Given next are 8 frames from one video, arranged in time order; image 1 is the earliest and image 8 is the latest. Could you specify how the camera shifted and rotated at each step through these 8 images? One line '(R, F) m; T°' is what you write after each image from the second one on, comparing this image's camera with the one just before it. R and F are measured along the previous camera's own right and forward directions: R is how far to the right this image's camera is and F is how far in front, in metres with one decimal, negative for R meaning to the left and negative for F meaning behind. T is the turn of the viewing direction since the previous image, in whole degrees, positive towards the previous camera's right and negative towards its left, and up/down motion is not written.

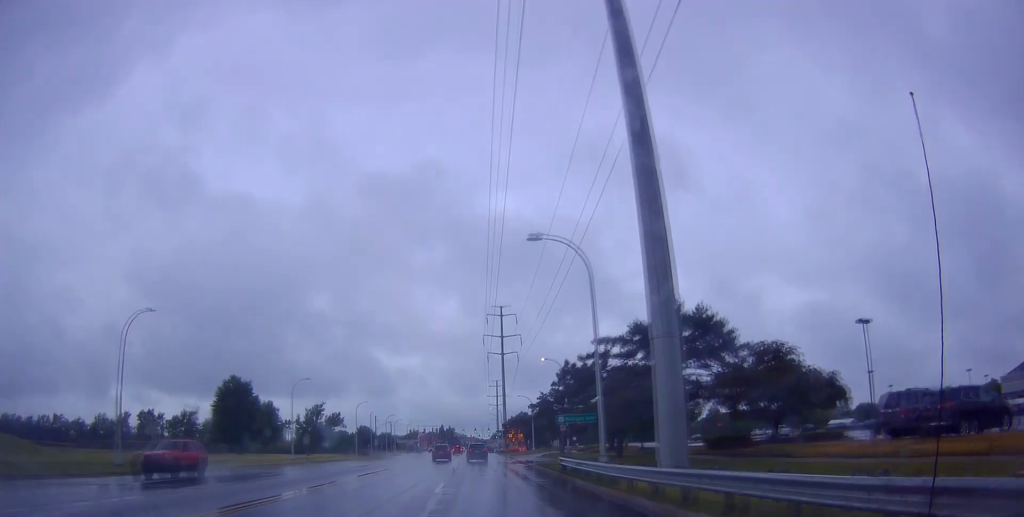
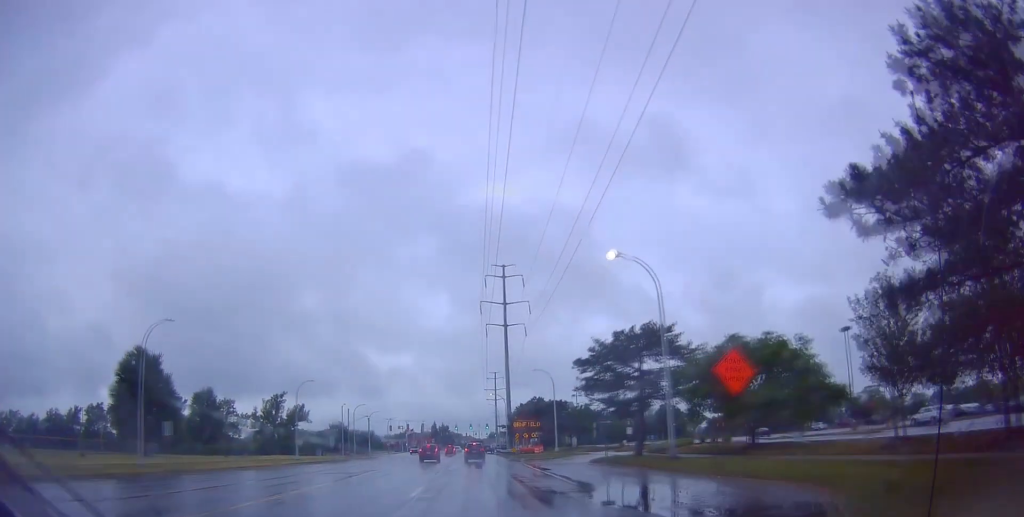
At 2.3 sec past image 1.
(+0.7, +34.2) m; +1°
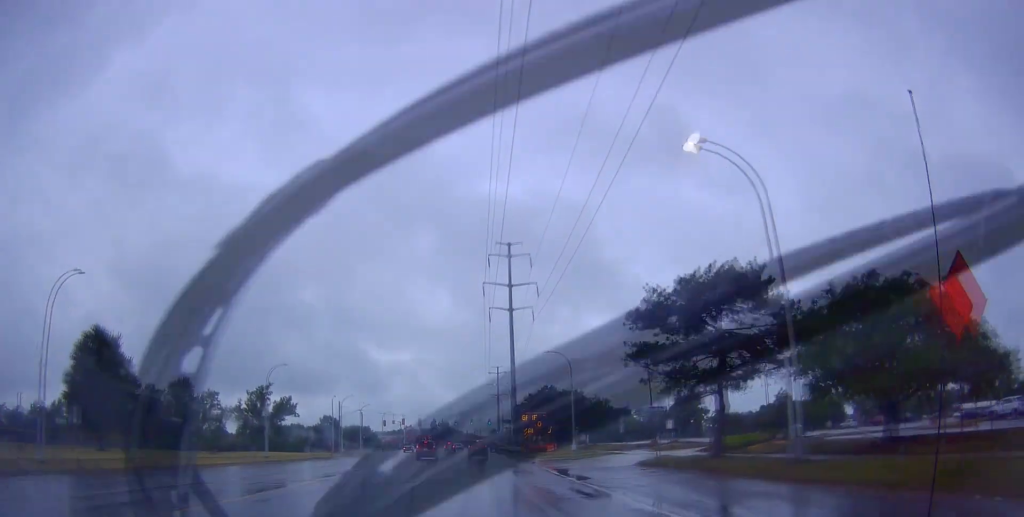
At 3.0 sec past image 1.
(+0.1, +11.4) m; -1°
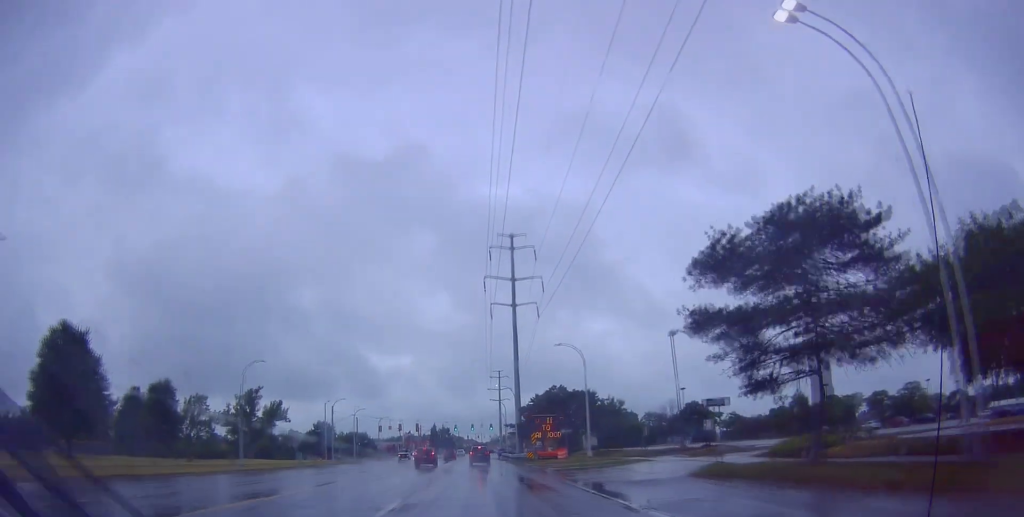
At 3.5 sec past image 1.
(+0.1, +7.4) m; 0°
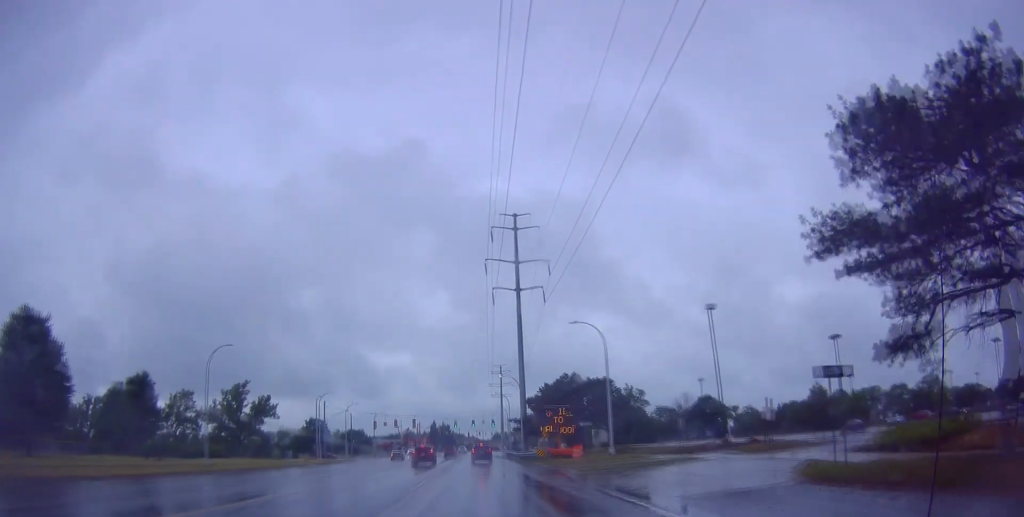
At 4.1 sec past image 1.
(-0.3, +7.8) m; 0°
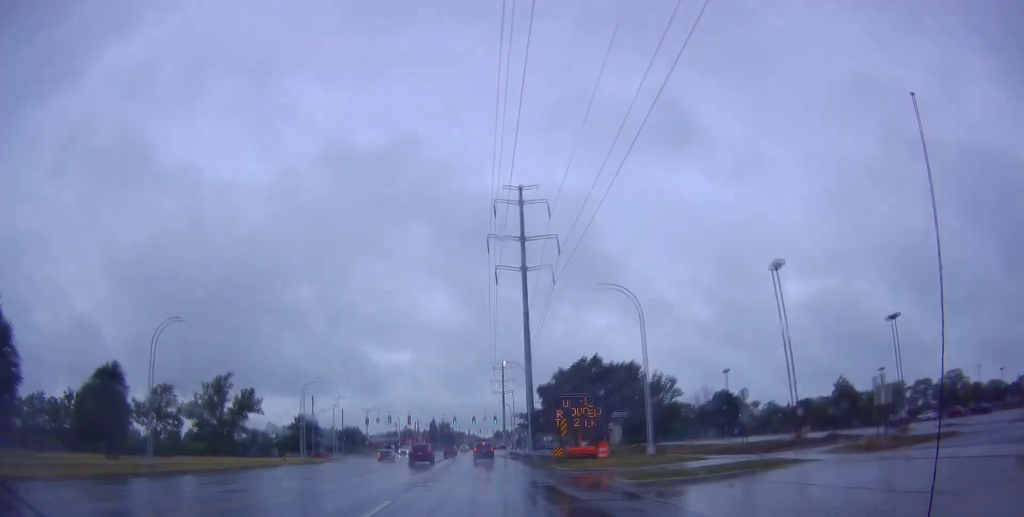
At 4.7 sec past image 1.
(0.0, +9.3) m; 0°
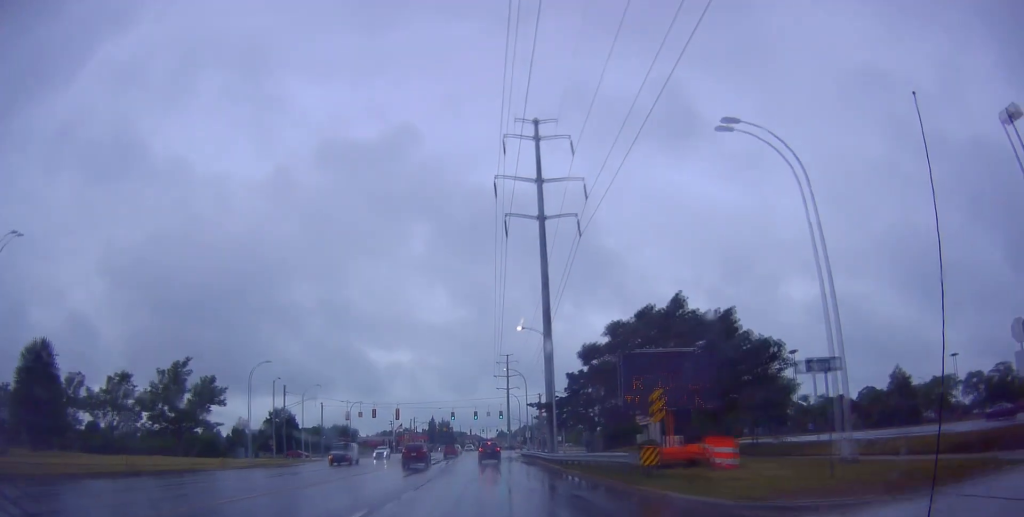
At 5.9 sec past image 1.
(+0.3, +18.2) m; 0°
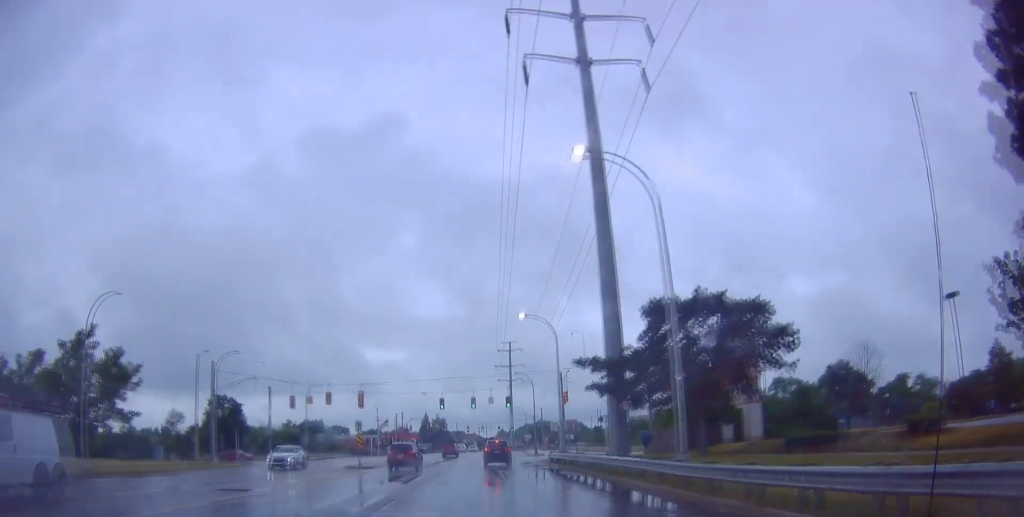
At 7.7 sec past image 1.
(-0.3, +25.7) m; +1°
